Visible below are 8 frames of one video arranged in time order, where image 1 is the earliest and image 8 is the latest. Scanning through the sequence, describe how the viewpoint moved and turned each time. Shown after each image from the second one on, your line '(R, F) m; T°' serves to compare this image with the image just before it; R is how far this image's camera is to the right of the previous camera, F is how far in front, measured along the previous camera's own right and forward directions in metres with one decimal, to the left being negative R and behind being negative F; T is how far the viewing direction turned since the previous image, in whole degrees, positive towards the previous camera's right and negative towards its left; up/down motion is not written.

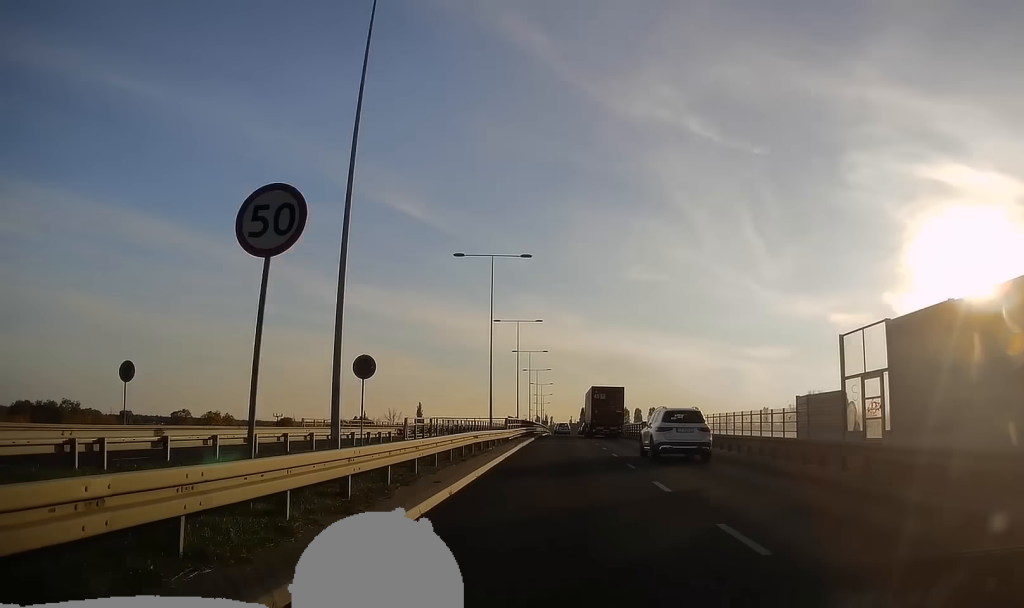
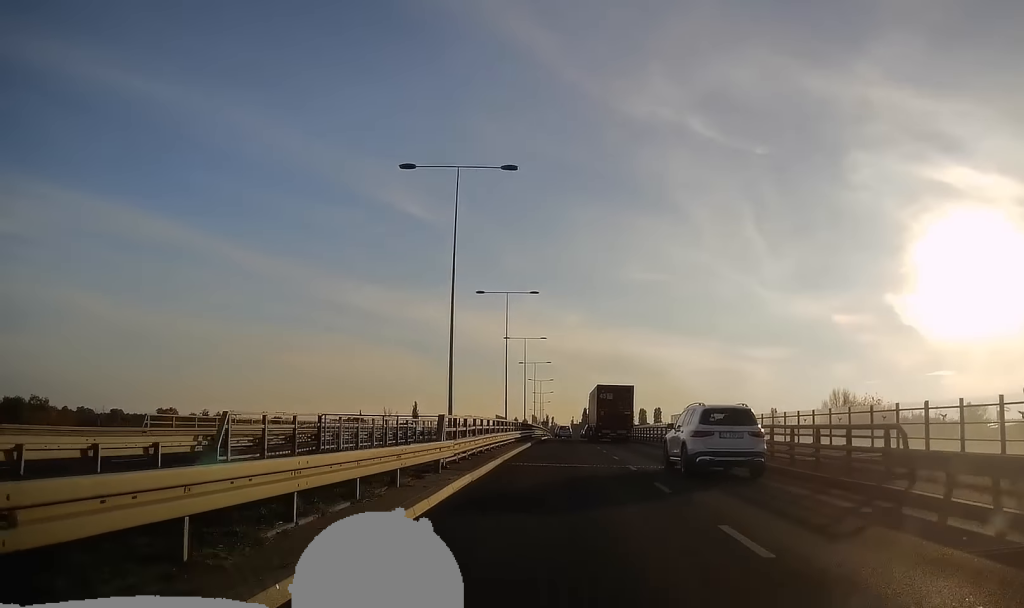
(-0.1, +17.8) m; 0°
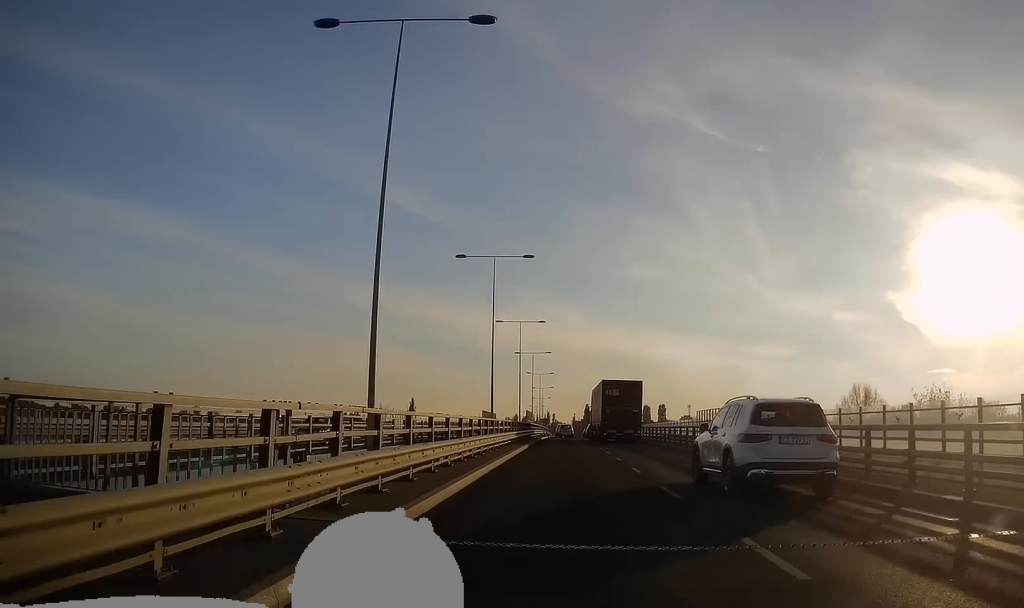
(0.0, +12.8) m; 0°
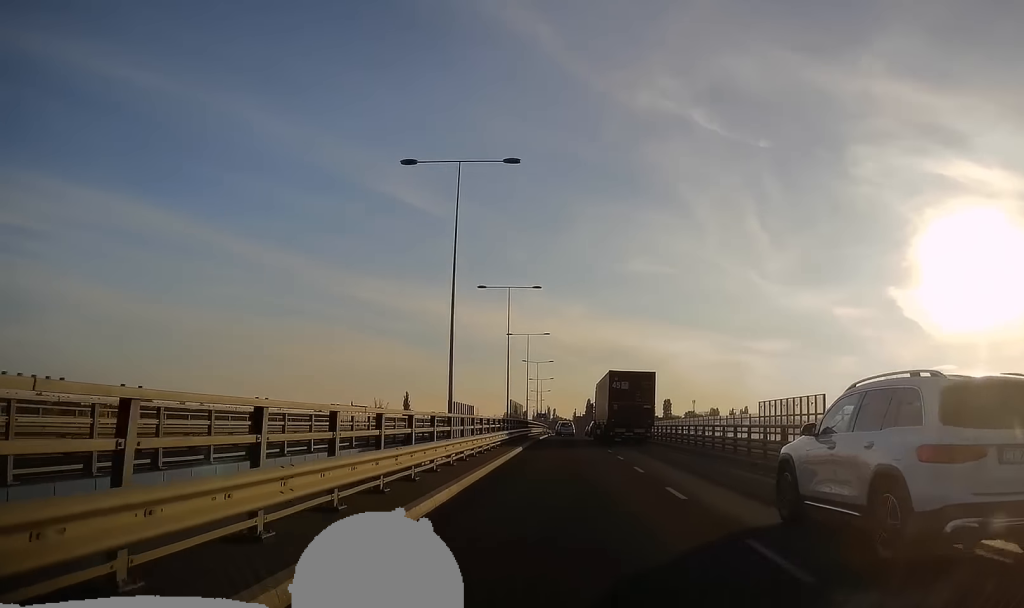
(0.0, +17.8) m; 0°
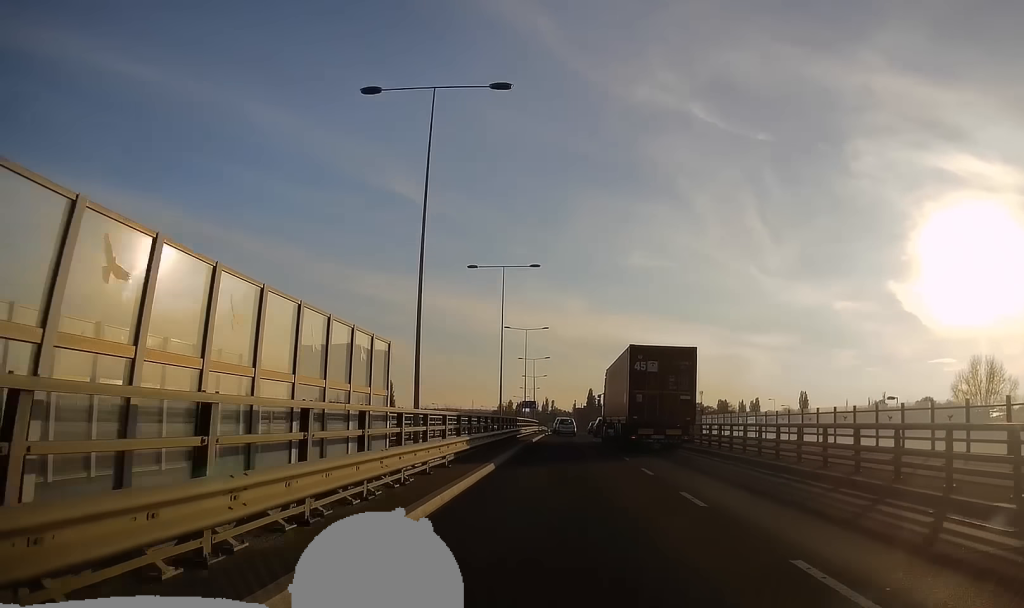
(-0.1, +36.9) m; 0°
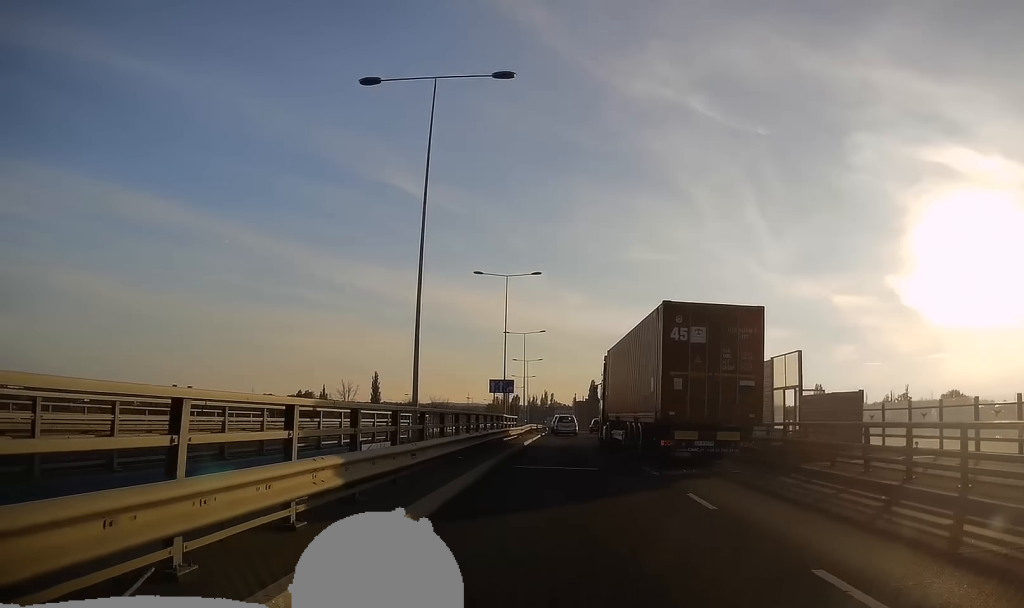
(+0.3, +29.9) m; 0°
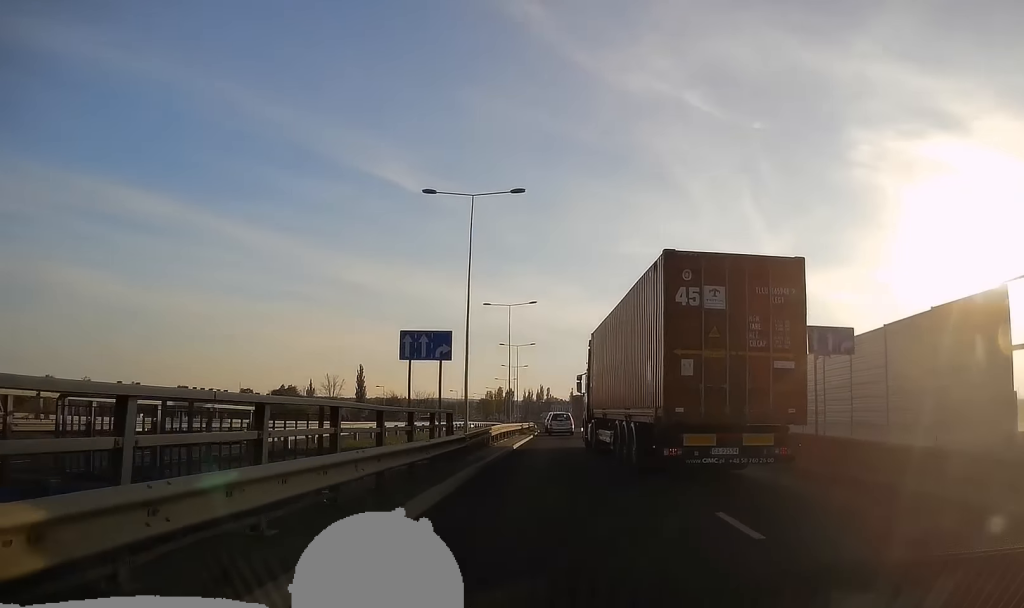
(-0.2, +20.7) m; -1°
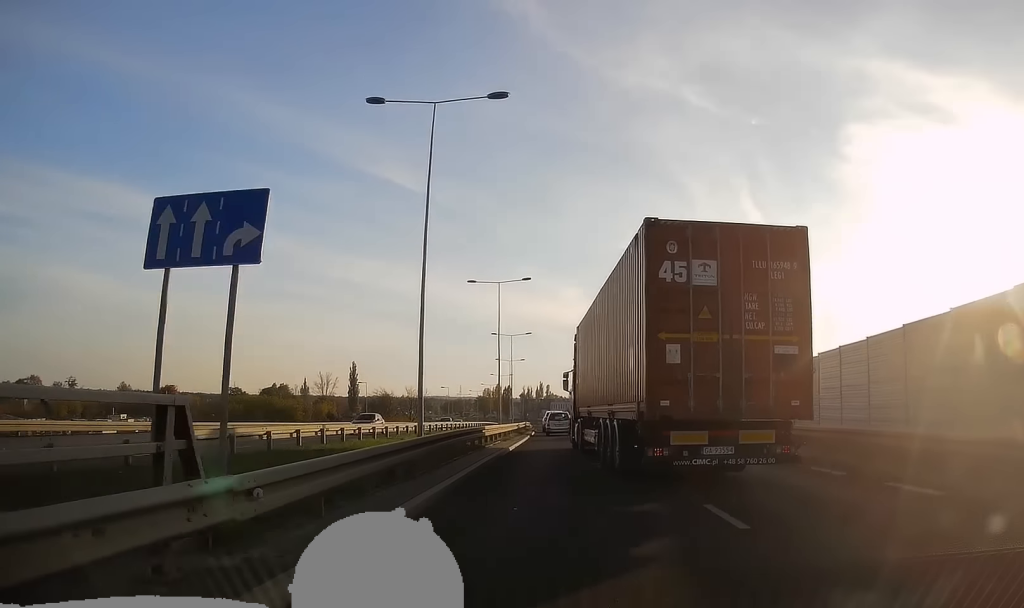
(0.0, +11.8) m; 0°
